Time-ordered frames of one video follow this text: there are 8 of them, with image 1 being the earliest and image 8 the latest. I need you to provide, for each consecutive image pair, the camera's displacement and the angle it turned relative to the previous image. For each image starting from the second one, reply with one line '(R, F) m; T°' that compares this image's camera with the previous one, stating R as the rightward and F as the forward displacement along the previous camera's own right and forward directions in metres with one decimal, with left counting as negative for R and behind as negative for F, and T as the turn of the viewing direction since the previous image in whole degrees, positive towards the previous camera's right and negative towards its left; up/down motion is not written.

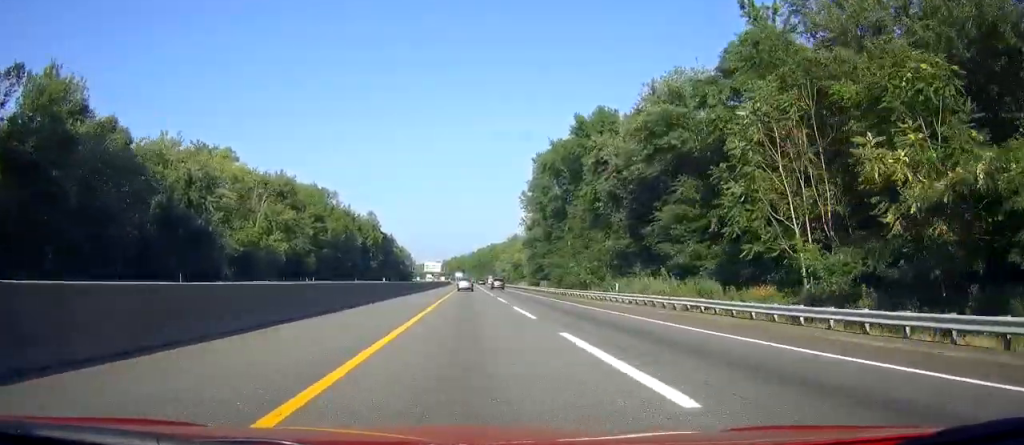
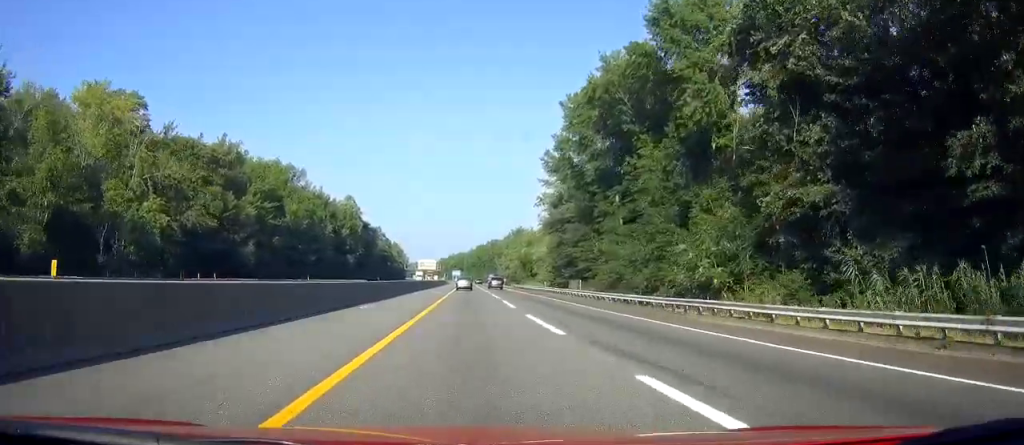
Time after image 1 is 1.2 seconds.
(-0.1, +37.5) m; 0°
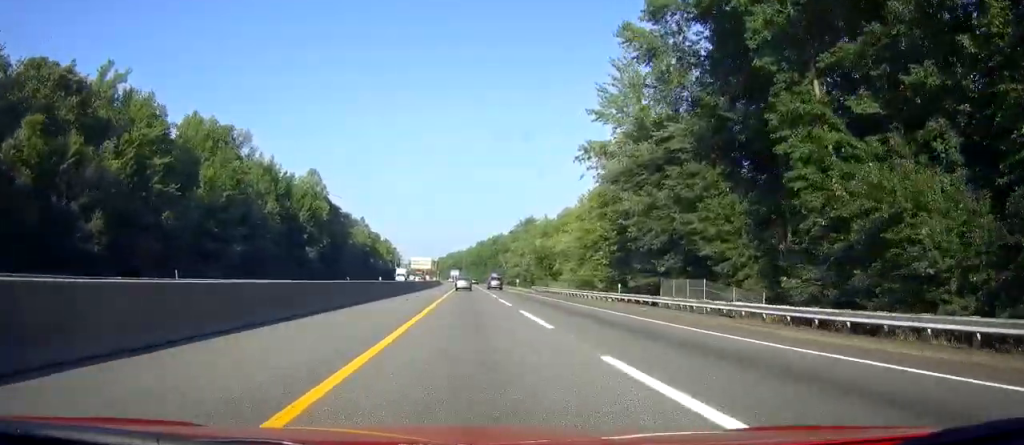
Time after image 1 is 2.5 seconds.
(0.0, +42.8) m; 0°
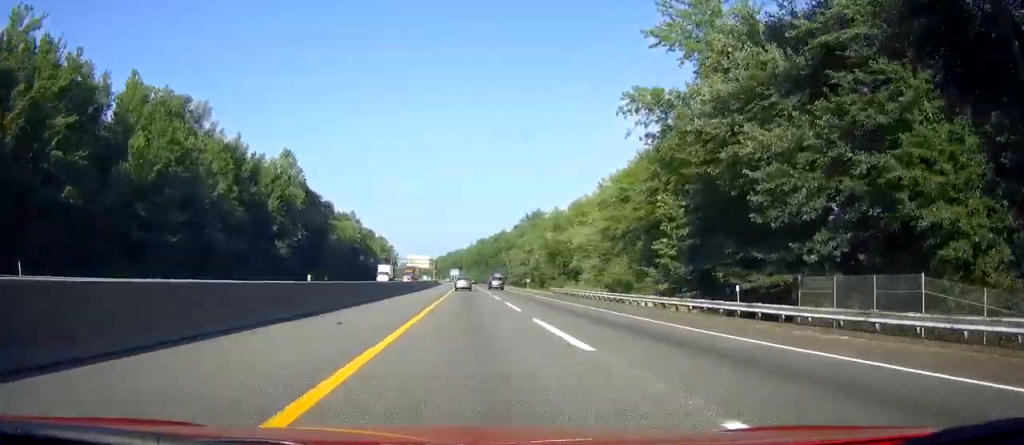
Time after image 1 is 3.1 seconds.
(-0.1, +20.4) m; 0°
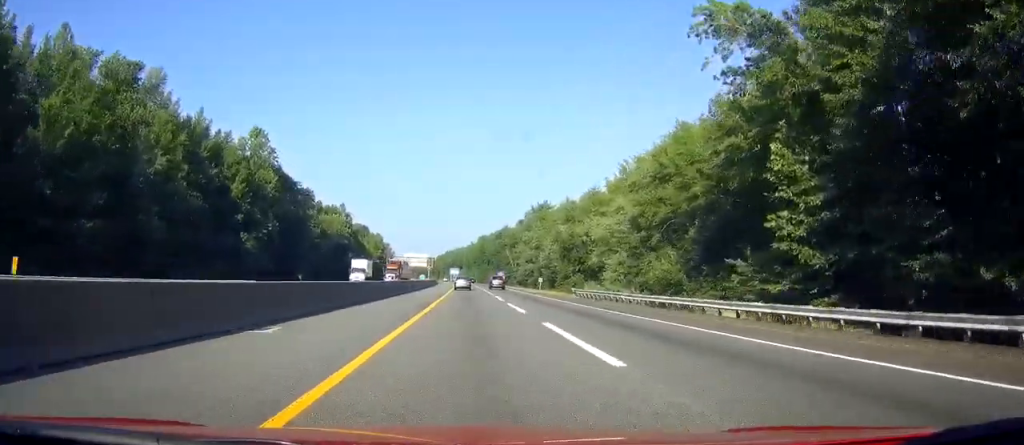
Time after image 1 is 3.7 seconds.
(-0.1, +17.1) m; 0°
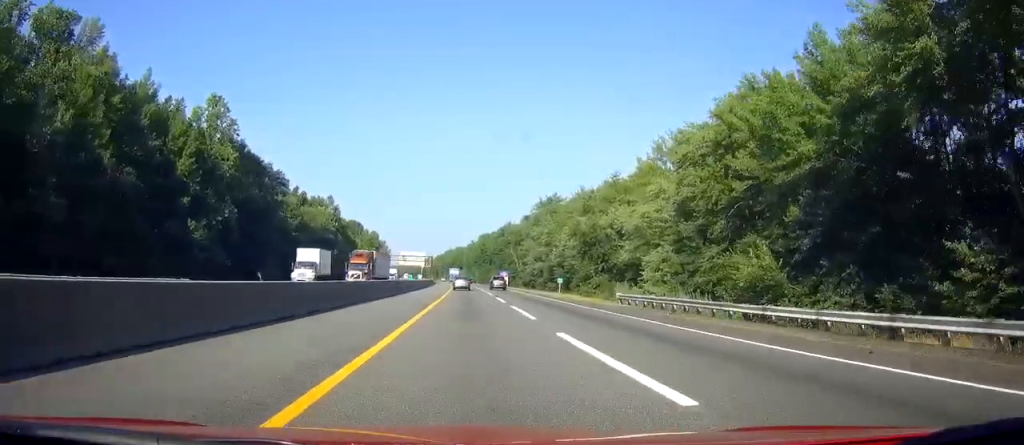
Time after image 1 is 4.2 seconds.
(+0.2, +18.2) m; 0°
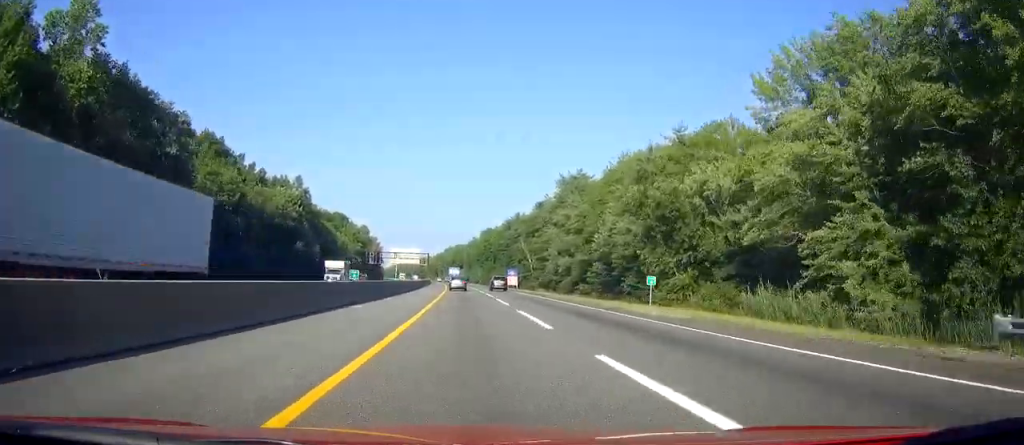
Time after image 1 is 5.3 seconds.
(-0.3, +34.4) m; -1°
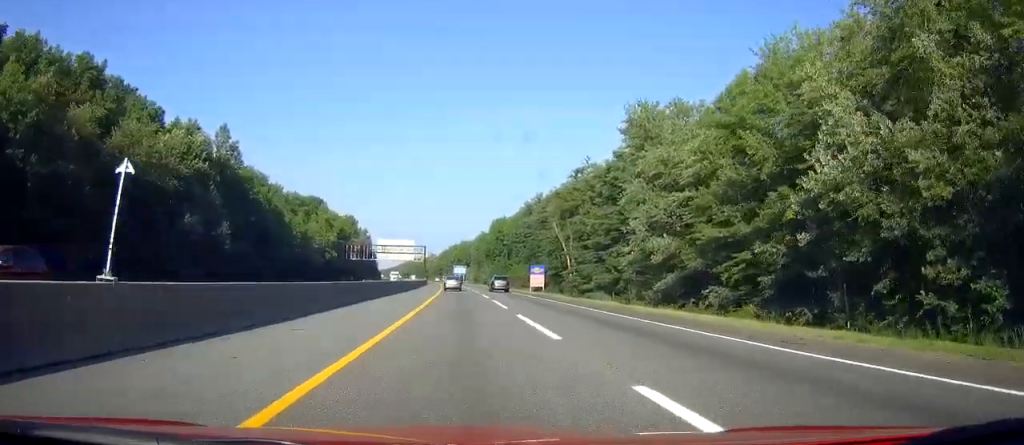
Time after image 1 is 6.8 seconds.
(-0.4, +48.5) m; 0°
